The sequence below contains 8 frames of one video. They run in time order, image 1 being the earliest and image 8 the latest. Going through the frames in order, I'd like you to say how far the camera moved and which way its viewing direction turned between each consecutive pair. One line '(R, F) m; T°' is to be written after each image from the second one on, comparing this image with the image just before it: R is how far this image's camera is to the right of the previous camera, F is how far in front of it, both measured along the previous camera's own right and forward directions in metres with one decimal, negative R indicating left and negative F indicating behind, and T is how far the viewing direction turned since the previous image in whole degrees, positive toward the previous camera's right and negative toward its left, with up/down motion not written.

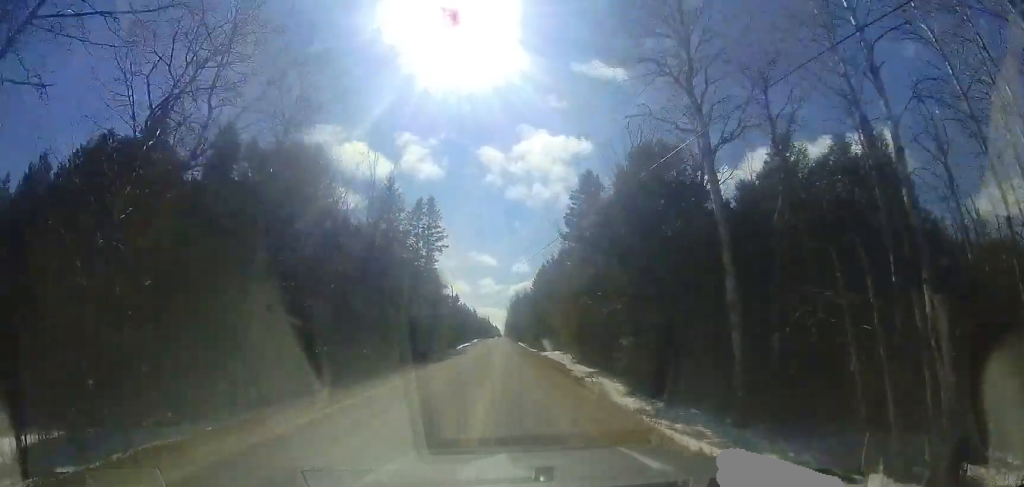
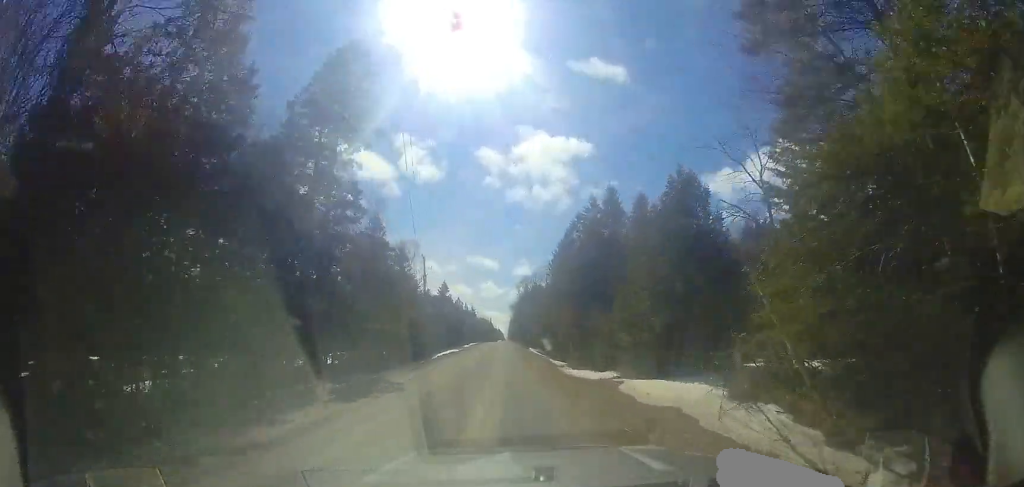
(-0.1, +26.9) m; 0°
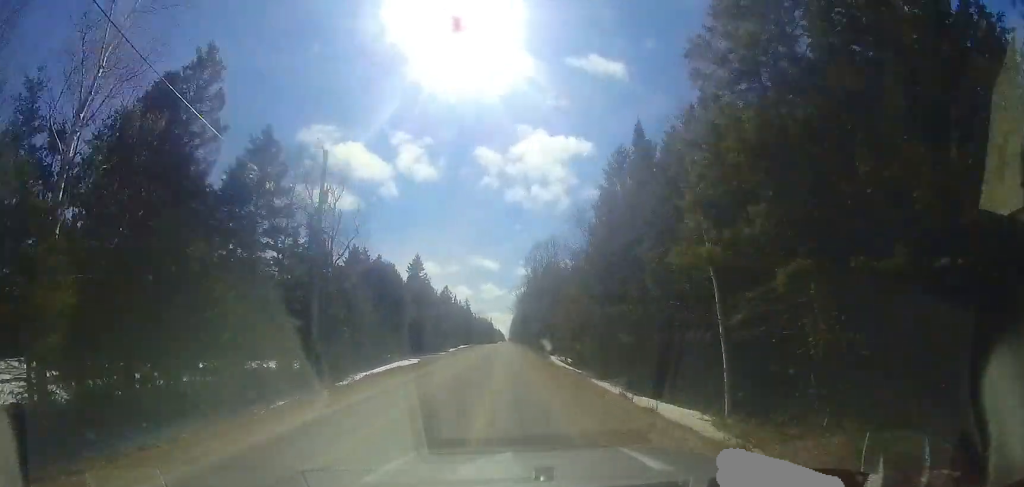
(-0.2, +25.2) m; 0°
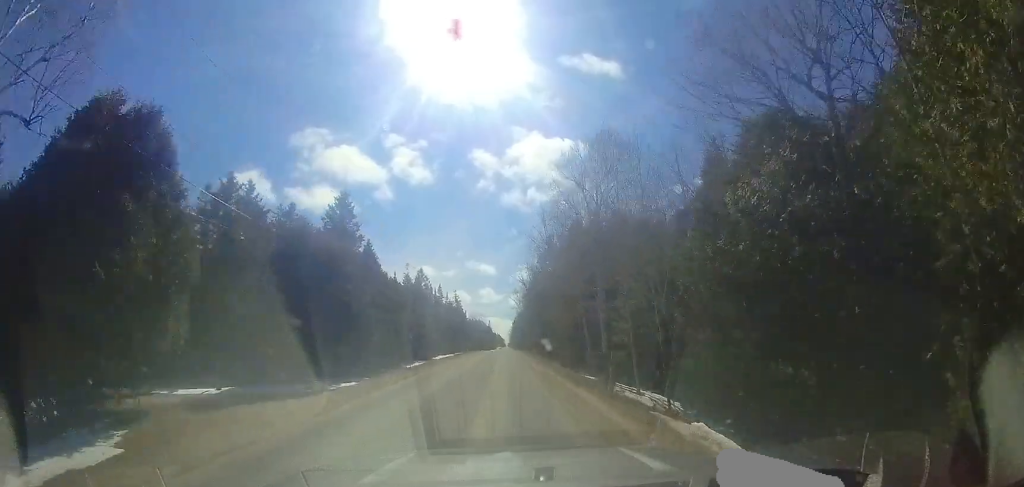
(+0.3, +24.8) m; 0°
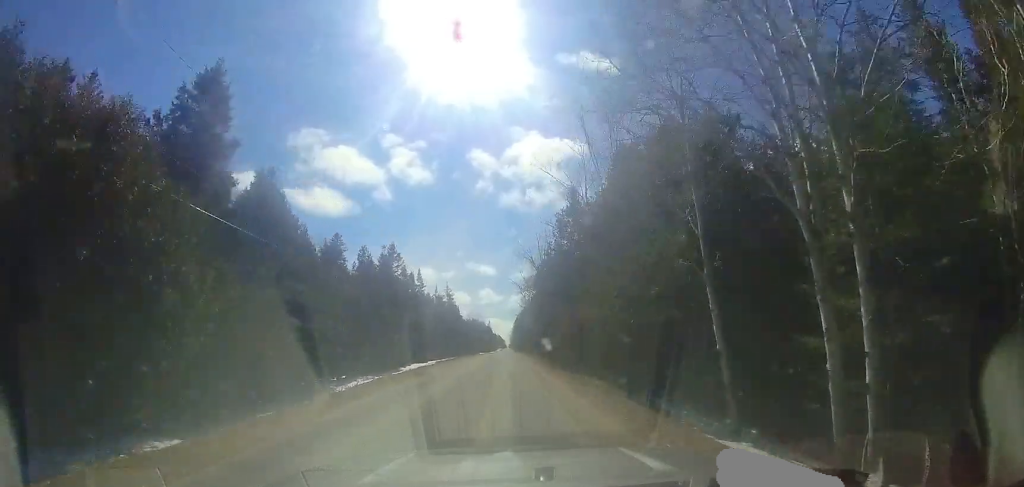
(-0.2, +15.1) m; 0°
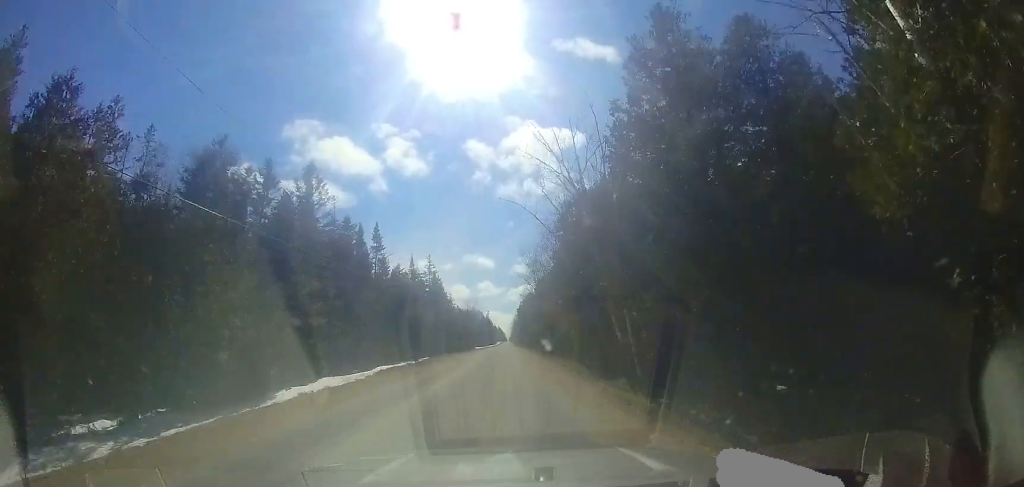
(+0.1, +18.7) m; 0°
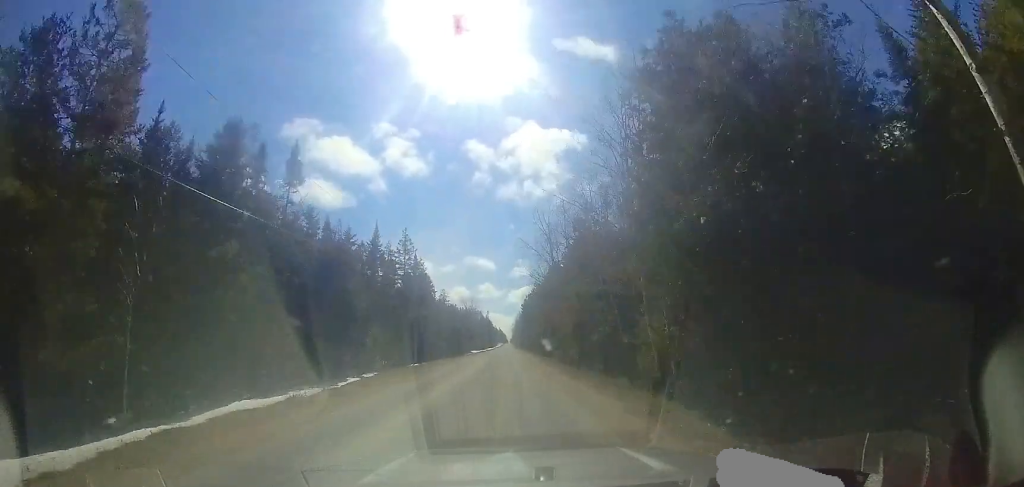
(+0.1, +15.7) m; 0°
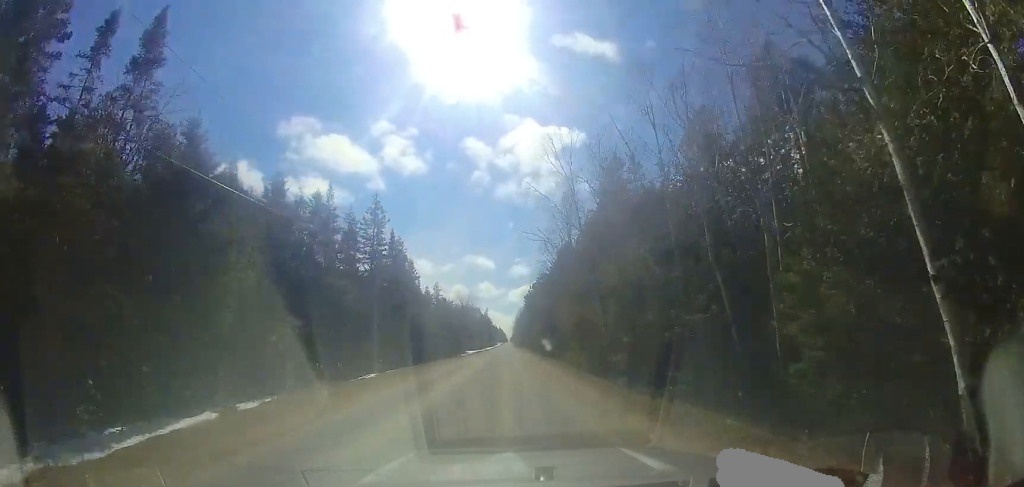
(0.0, +10.7) m; 0°
